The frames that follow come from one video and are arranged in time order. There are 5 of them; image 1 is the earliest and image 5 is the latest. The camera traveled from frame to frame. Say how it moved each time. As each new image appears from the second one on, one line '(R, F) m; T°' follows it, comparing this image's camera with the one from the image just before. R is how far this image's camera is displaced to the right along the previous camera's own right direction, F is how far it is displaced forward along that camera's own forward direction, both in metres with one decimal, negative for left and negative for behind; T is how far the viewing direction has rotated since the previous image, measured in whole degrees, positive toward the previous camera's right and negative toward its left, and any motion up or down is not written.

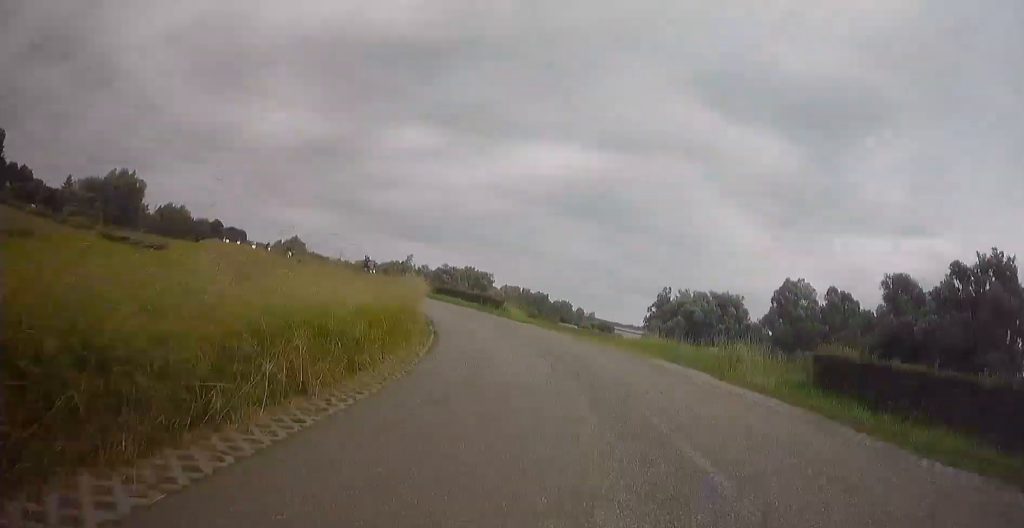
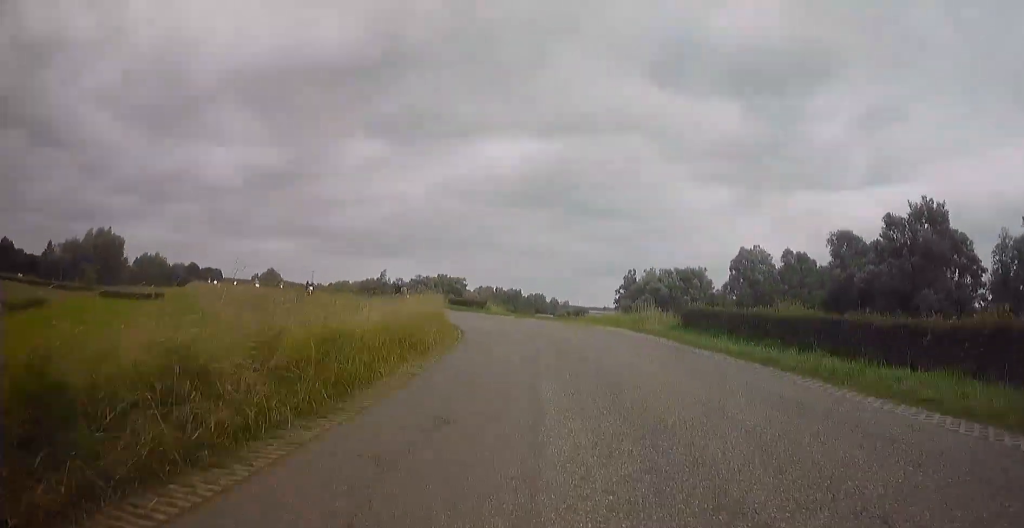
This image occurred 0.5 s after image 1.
(+0.3, +7.8) m; +3°
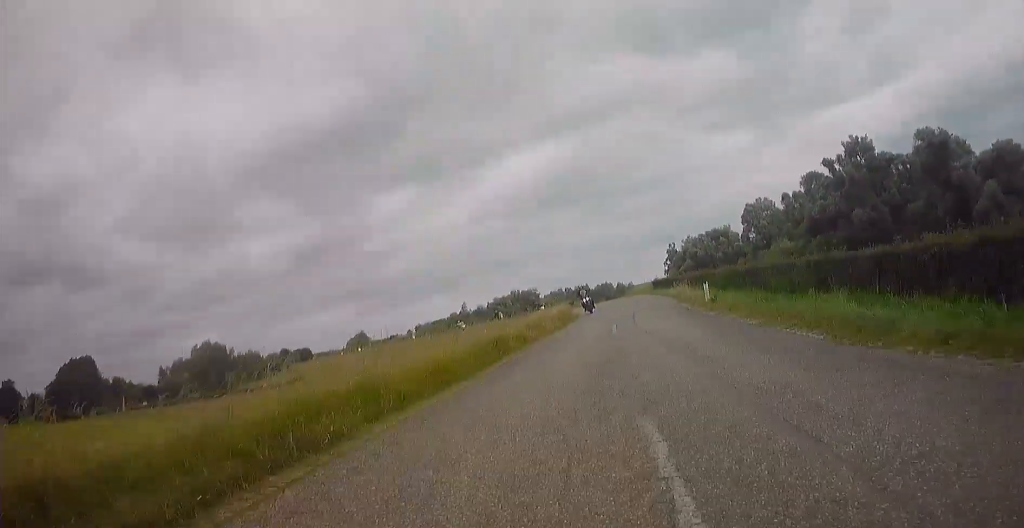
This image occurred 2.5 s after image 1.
(-0.9, +27.6) m; -11°
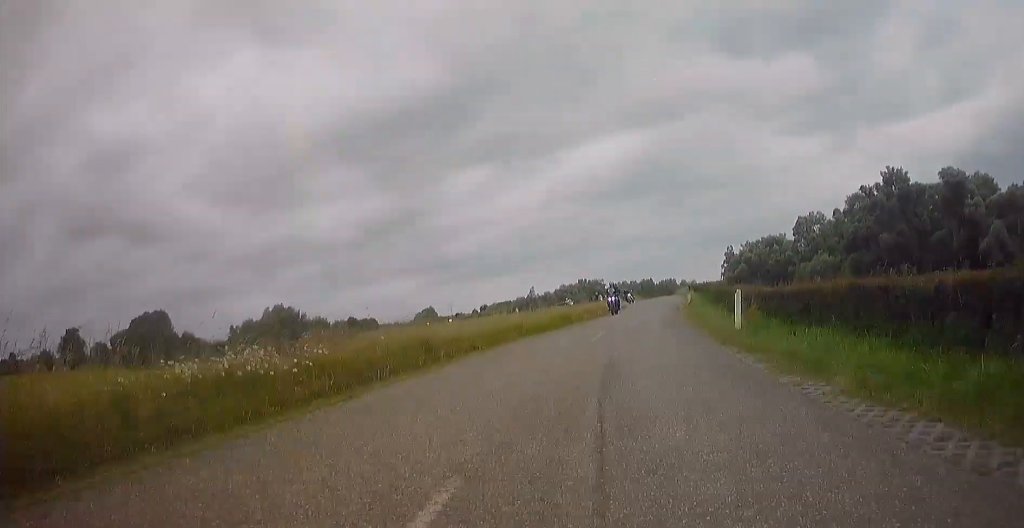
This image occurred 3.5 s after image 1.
(-1.3, +11.5) m; -10°
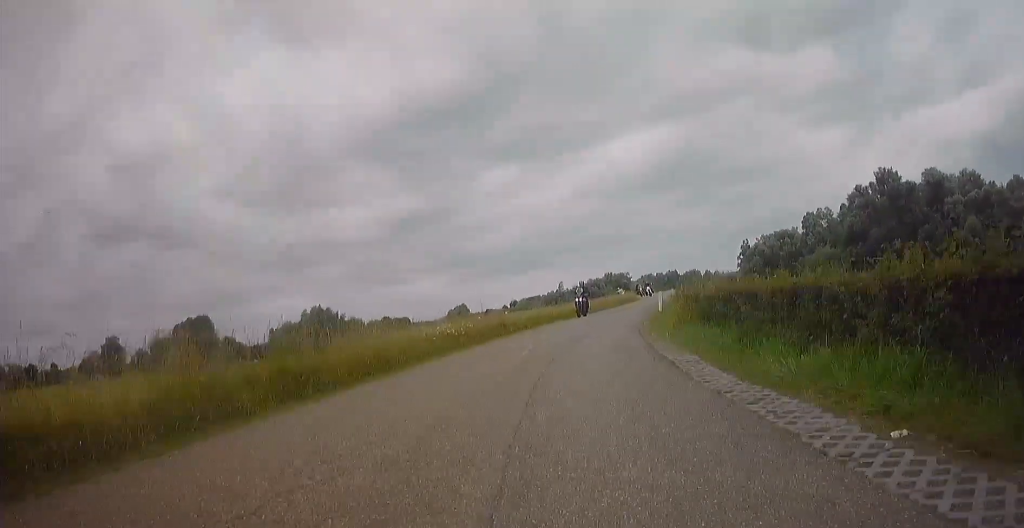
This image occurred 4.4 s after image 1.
(-0.7, +10.1) m; -6°
